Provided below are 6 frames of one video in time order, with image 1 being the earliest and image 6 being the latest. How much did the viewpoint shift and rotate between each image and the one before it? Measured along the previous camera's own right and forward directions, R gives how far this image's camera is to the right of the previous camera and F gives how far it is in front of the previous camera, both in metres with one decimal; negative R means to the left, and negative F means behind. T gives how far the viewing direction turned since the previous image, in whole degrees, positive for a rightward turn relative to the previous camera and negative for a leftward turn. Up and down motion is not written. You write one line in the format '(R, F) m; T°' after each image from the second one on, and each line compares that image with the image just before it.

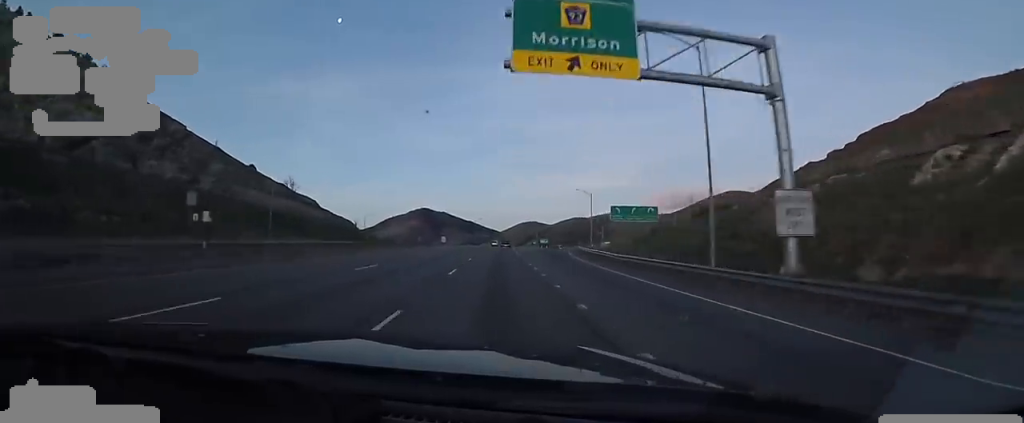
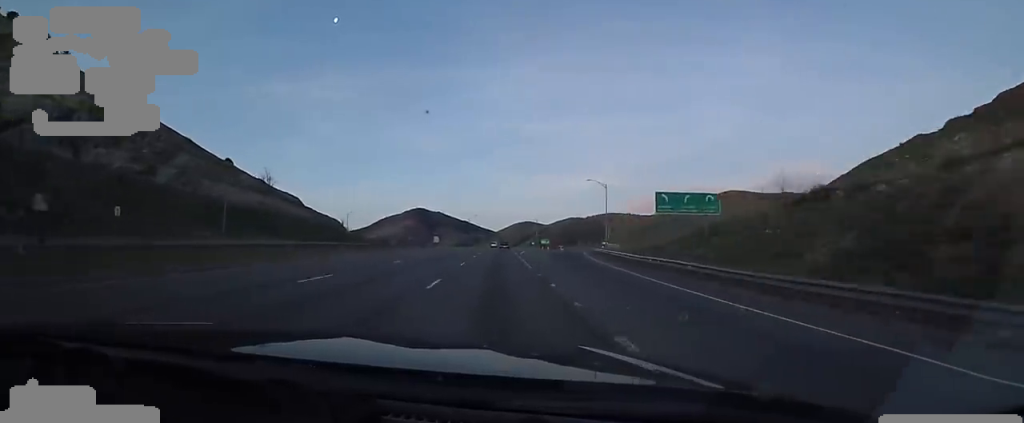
(-0.4, +17.1) m; -1°
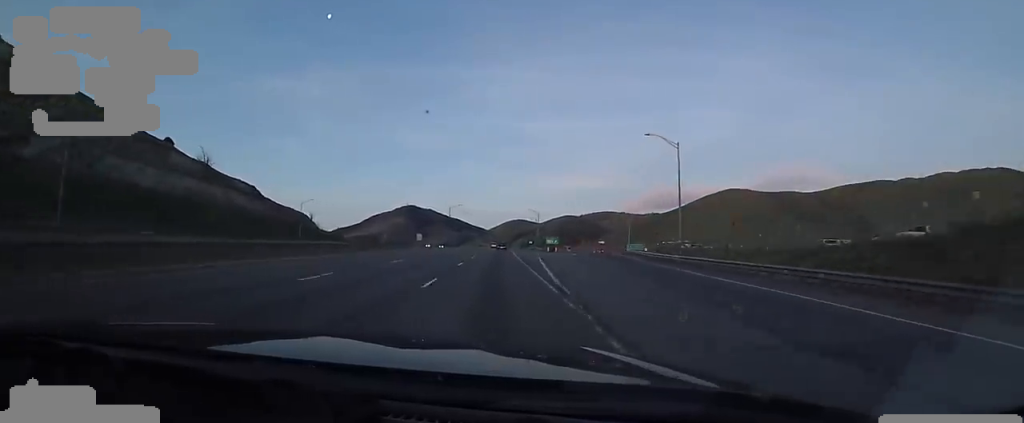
(-0.5, +36.3) m; +1°
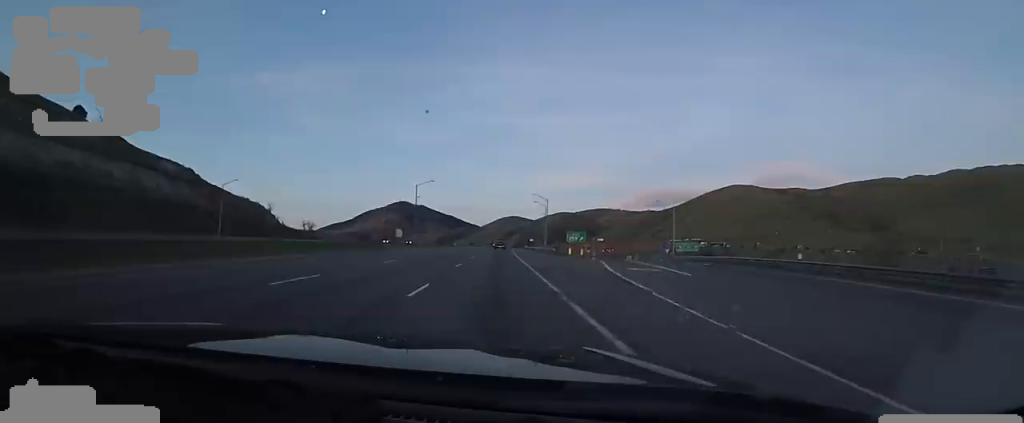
(+1.5, +39.5) m; +4°
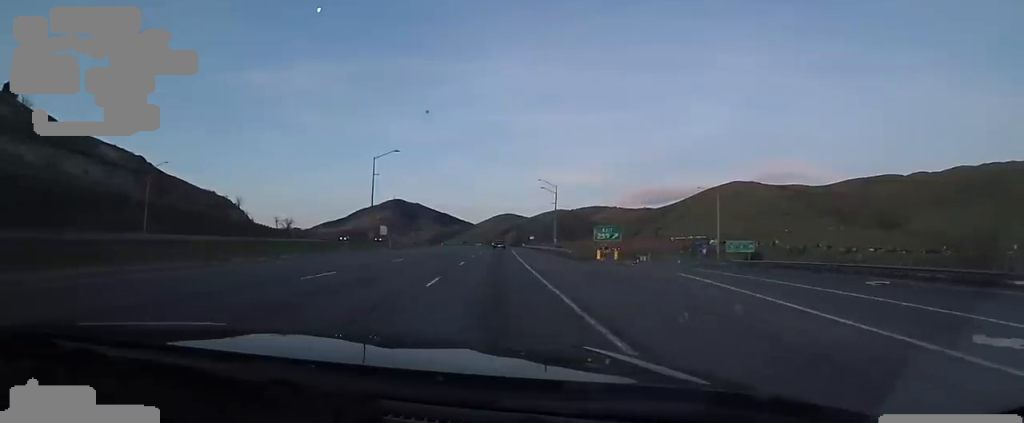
(+0.7, +22.6) m; 0°
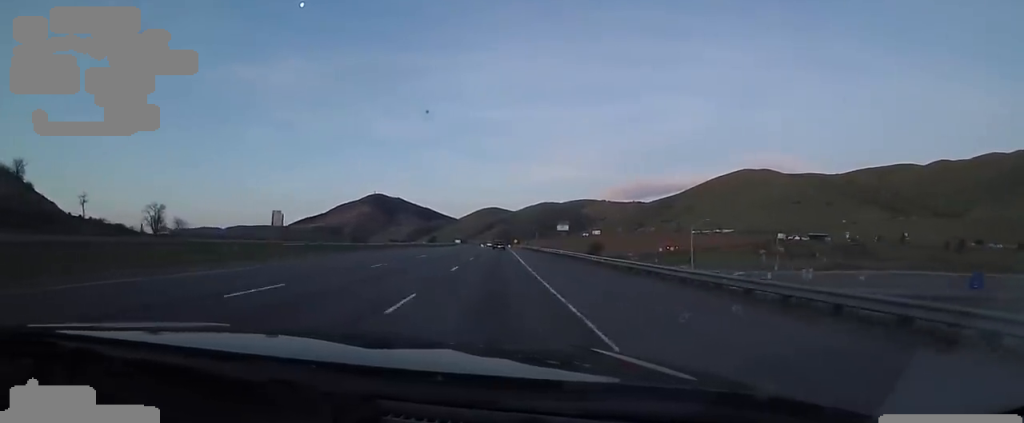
(-0.8, +88.8) m; 0°
